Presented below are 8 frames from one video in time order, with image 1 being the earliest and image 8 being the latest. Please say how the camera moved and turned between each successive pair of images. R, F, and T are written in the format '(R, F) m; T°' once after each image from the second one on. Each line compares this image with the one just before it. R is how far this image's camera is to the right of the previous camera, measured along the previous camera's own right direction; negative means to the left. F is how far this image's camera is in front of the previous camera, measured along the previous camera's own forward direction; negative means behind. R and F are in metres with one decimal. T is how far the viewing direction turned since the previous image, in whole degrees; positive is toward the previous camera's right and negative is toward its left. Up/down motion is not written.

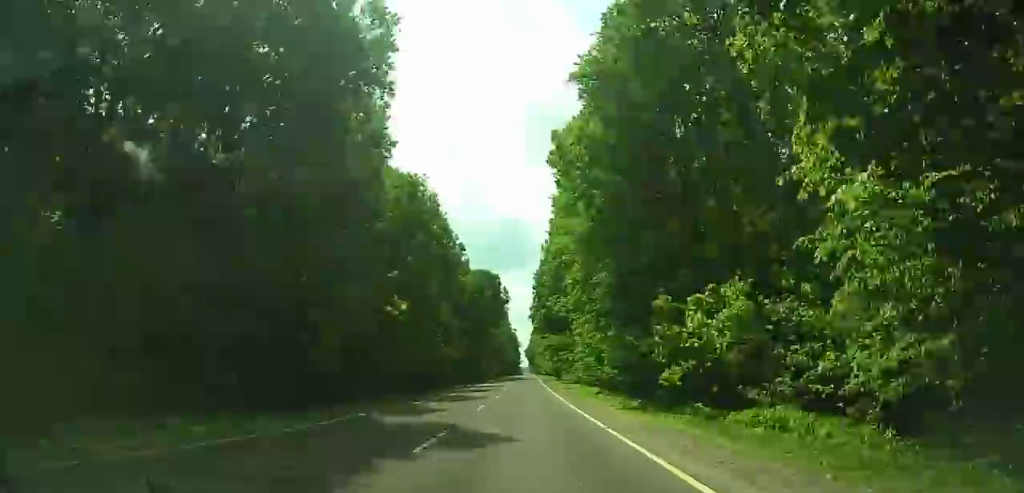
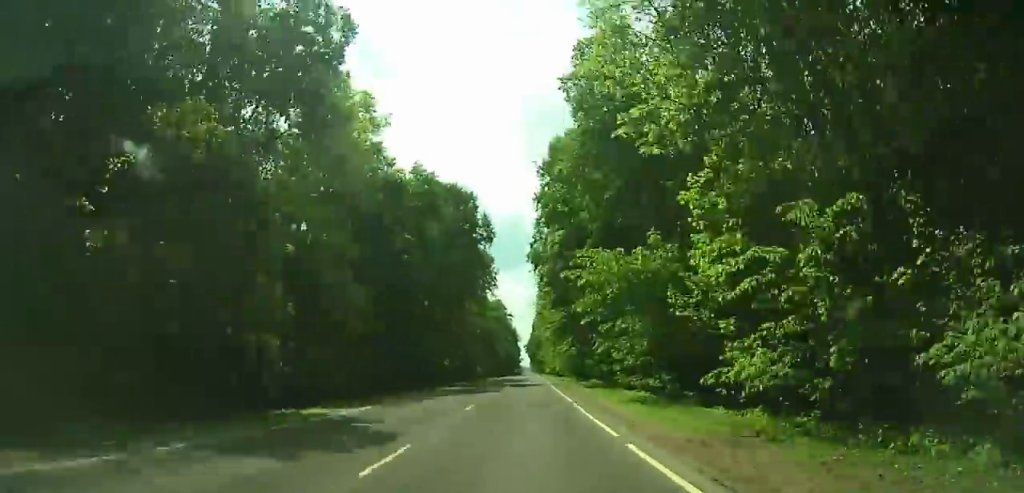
(-3.6, +48.0) m; -2°
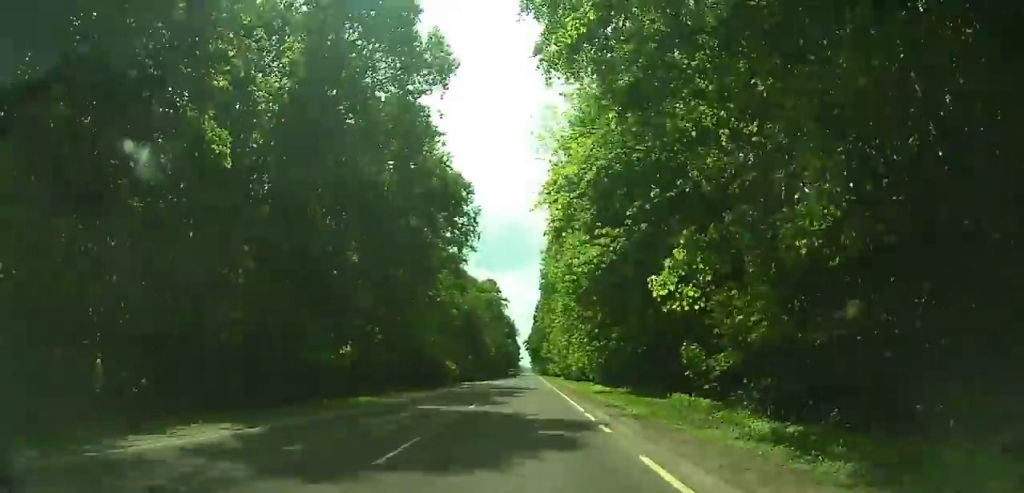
(+1.5, +32.4) m; +1°
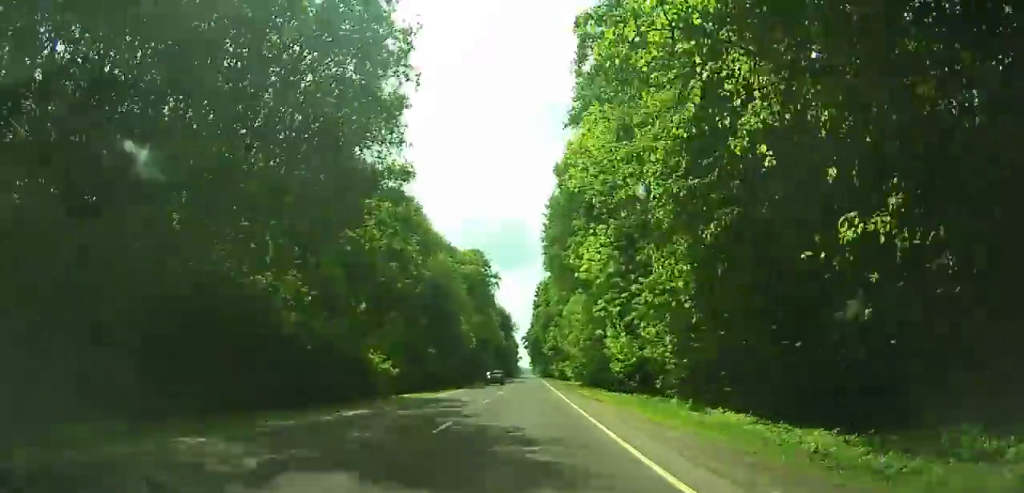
(+0.8, +30.2) m; +1°
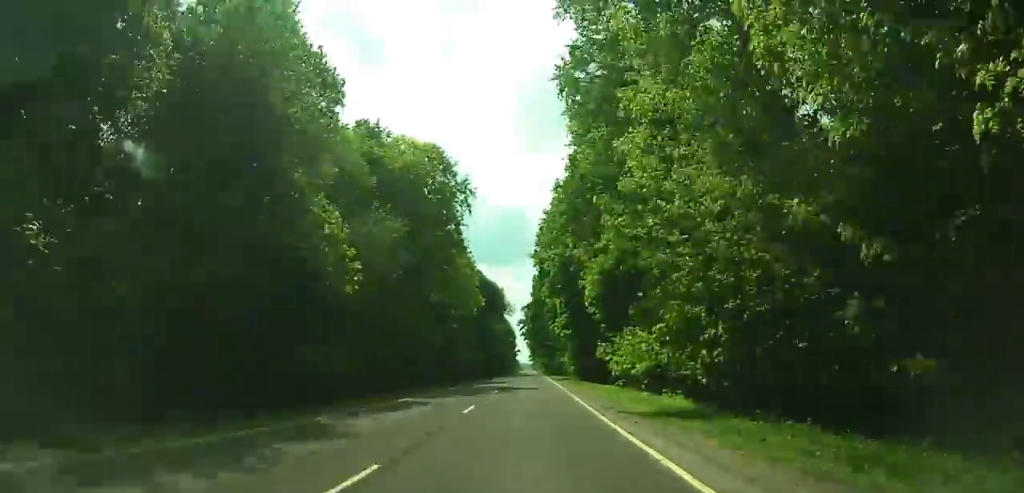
(0.0, +38.3) m; 0°
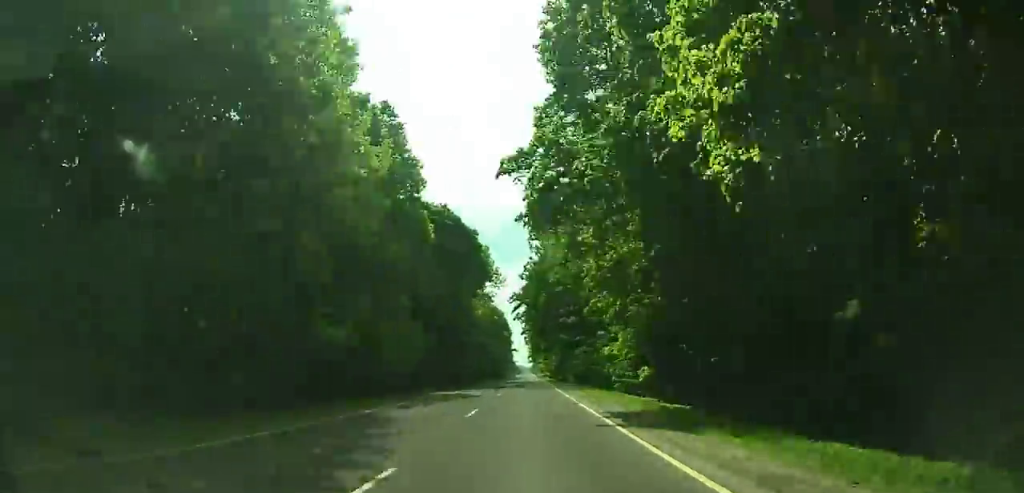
(-0.1, +42.7) m; 0°
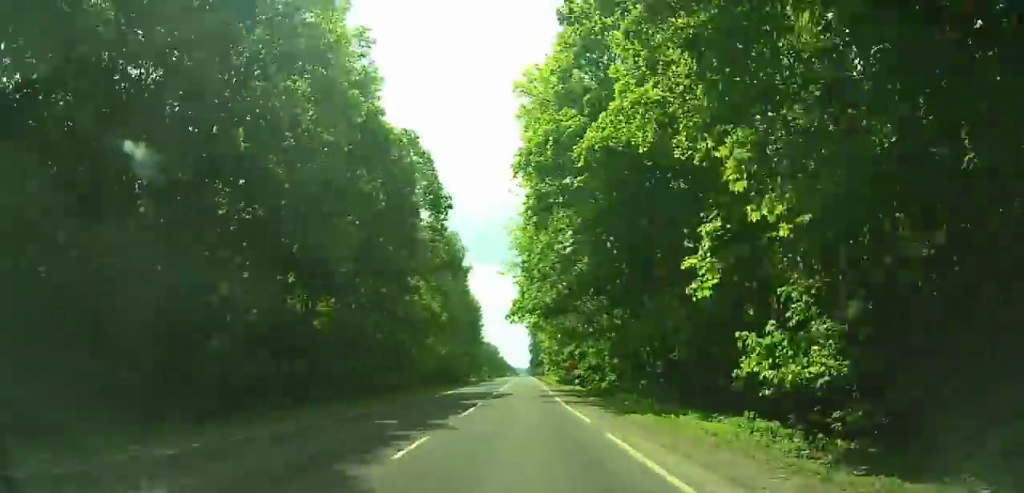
(+1.8, +143.9) m; +1°
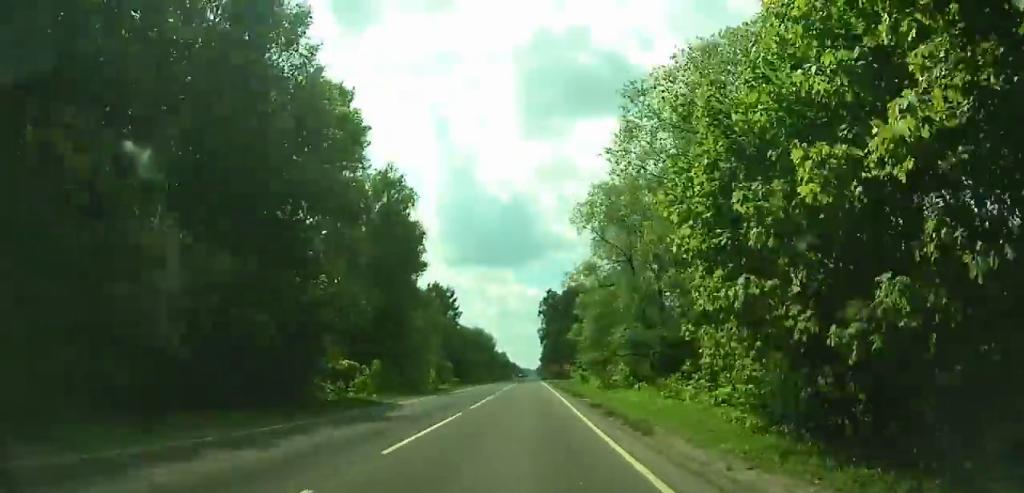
(-0.3, +82.5) m; -1°
